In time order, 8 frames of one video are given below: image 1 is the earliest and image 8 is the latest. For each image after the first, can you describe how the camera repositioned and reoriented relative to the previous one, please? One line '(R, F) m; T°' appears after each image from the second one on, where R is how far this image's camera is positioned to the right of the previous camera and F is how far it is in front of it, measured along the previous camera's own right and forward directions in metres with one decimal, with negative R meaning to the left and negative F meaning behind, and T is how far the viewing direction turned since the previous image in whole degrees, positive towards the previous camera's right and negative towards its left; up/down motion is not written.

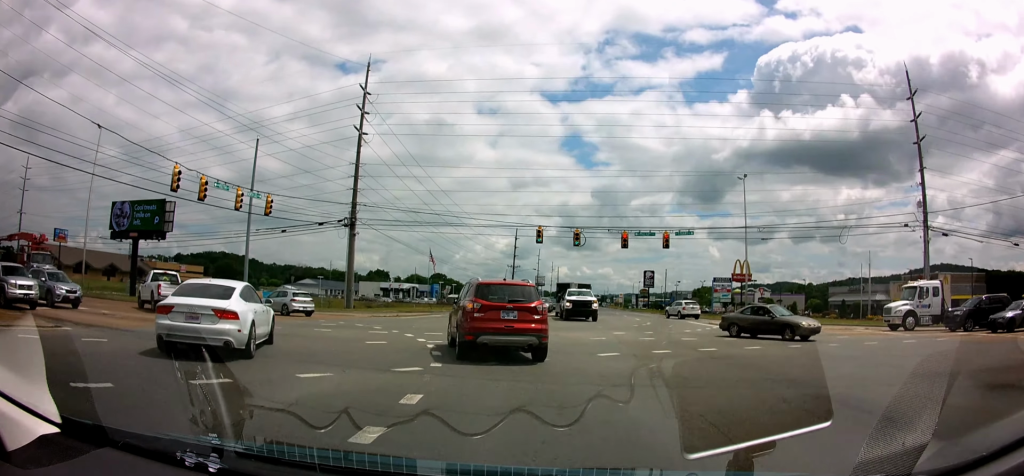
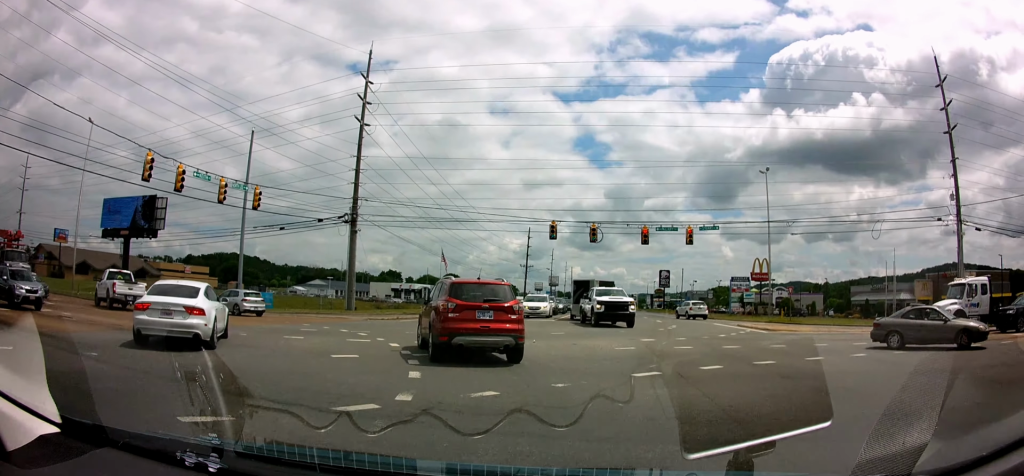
(0.0, +3.3) m; -2°
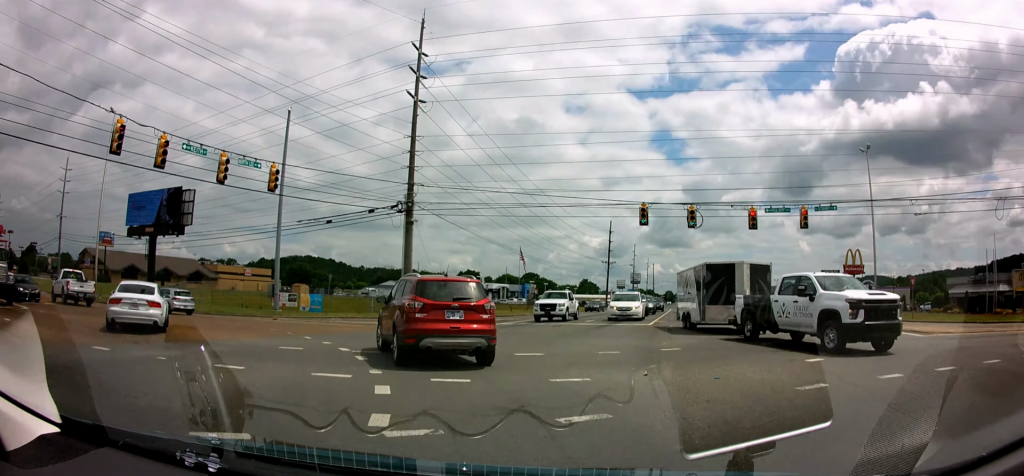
(-0.3, +7.6) m; -6°
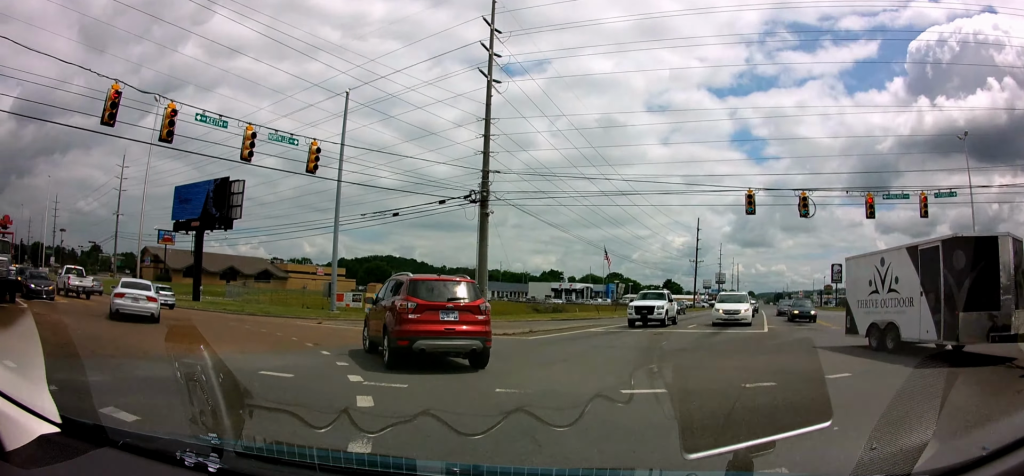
(-0.4, +4.9) m; -7°
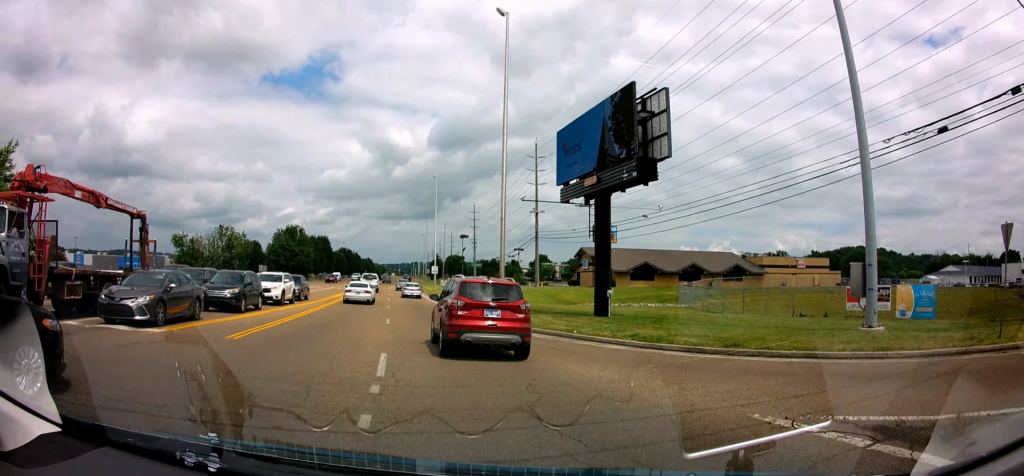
(-8.1, +19.2) m; -48°
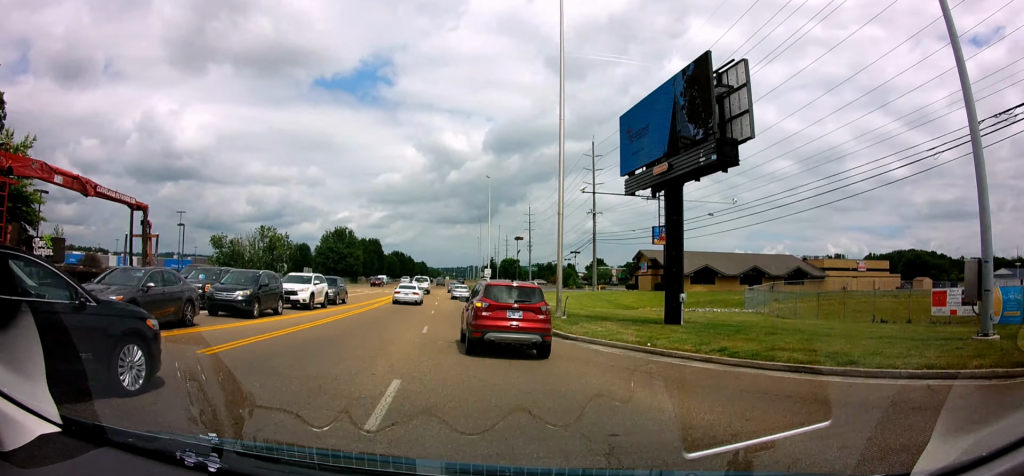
(-0.2, +3.4) m; -5°
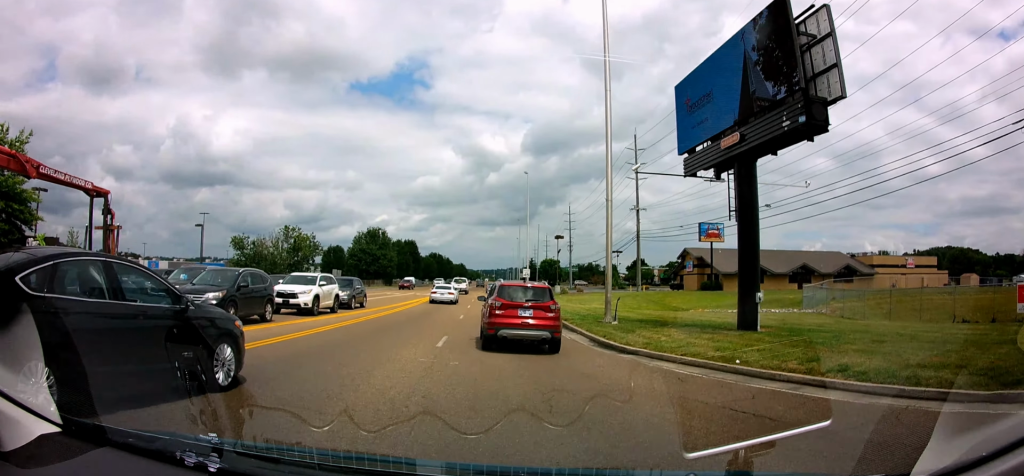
(+0.1, +3.7) m; -6°
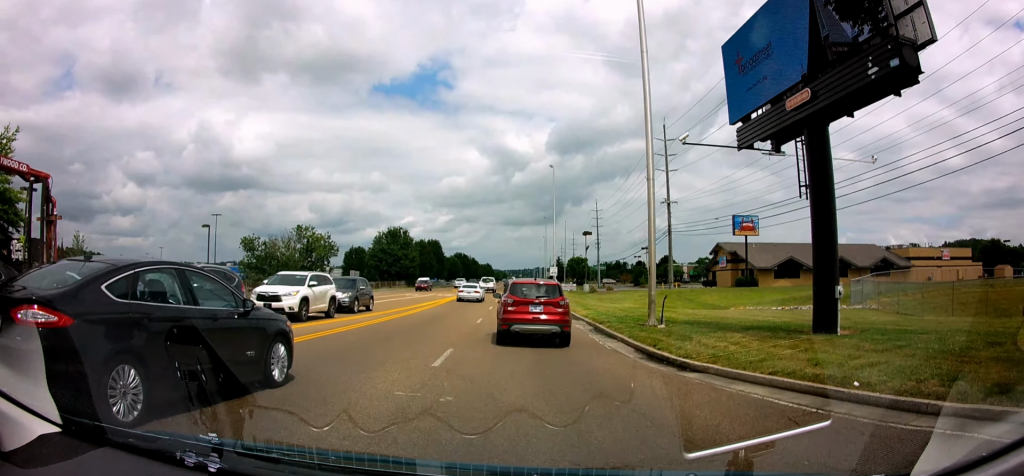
(-0.3, +3.6) m; -4°
